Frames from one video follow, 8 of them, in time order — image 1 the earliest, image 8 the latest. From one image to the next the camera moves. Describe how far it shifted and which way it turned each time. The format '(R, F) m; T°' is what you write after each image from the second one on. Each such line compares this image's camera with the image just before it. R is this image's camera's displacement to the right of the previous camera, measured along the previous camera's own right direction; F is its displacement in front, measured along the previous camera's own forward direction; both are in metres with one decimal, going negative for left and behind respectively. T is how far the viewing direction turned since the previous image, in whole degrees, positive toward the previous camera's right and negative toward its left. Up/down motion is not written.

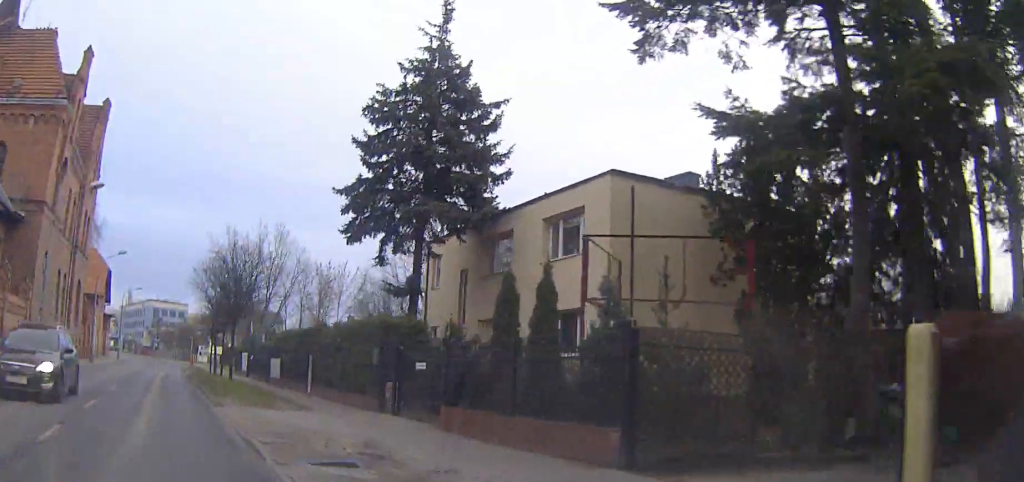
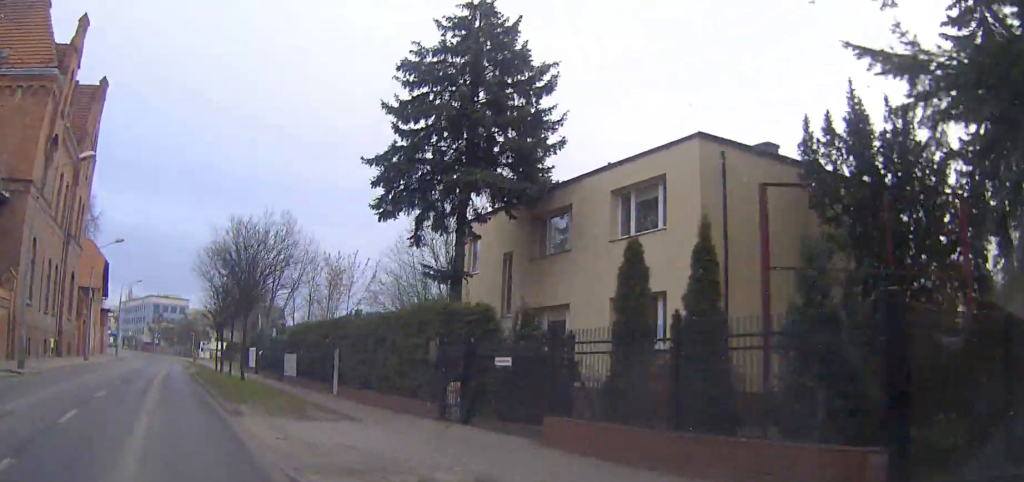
(0.0, +3.9) m; 0°
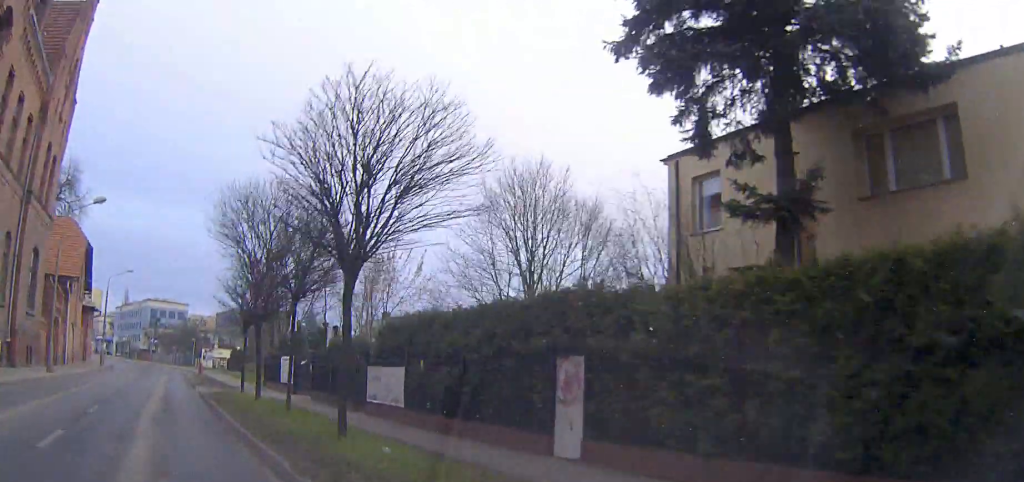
(0.0, +13.5) m; 0°
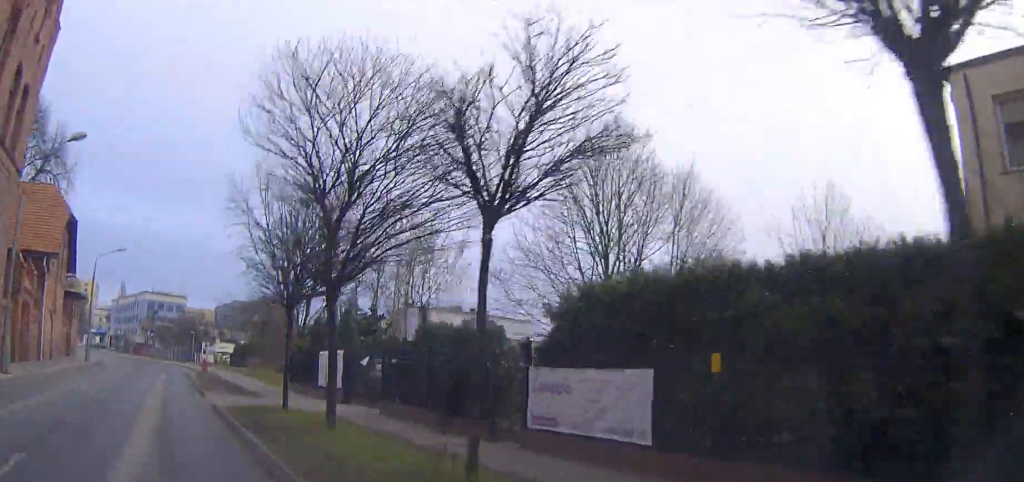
(0.0, +8.8) m; 0°
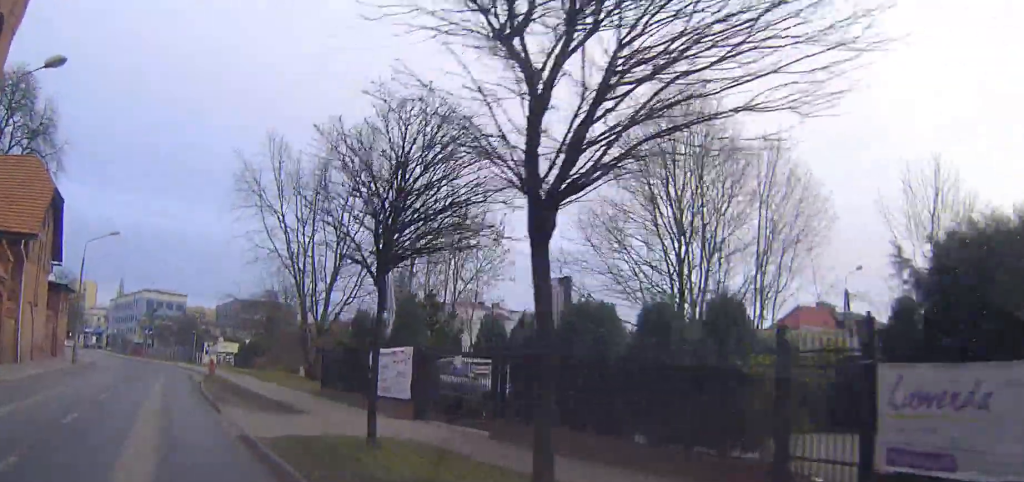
(0.0, +6.1) m; 0°
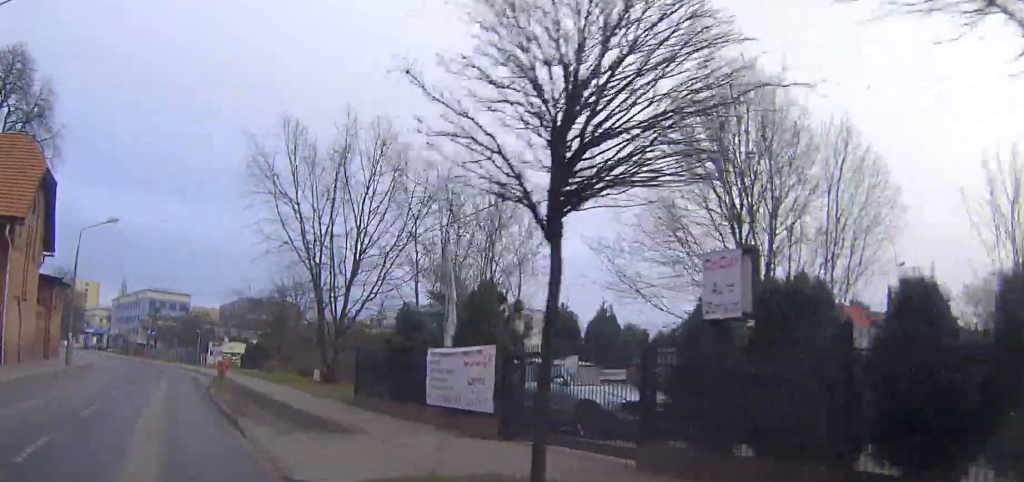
(0.0, +3.9) m; 0°
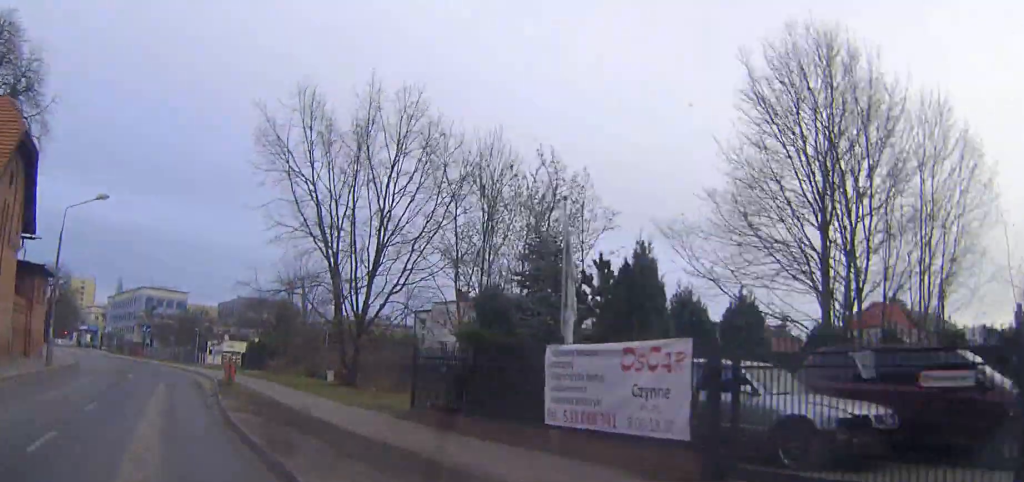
(0.0, +5.0) m; 0°
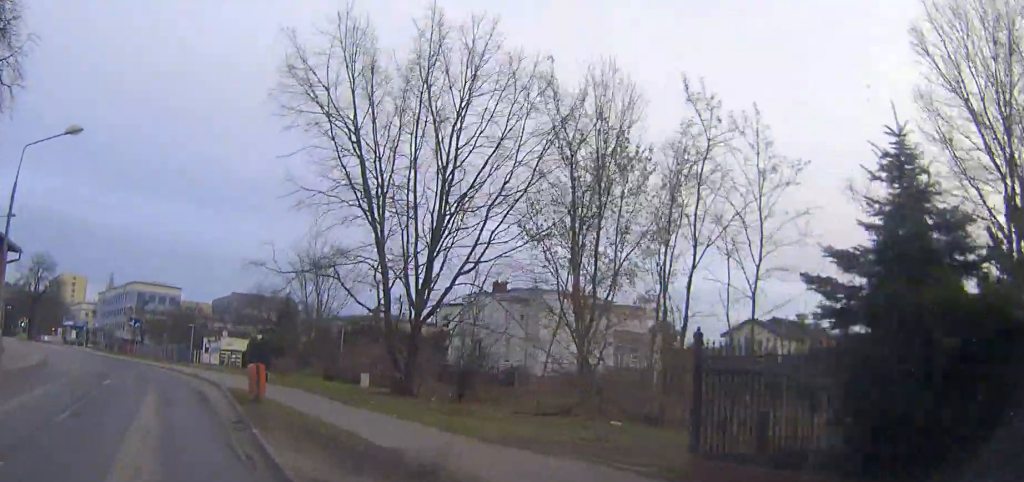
(0.0, +9.1) m; 0°
